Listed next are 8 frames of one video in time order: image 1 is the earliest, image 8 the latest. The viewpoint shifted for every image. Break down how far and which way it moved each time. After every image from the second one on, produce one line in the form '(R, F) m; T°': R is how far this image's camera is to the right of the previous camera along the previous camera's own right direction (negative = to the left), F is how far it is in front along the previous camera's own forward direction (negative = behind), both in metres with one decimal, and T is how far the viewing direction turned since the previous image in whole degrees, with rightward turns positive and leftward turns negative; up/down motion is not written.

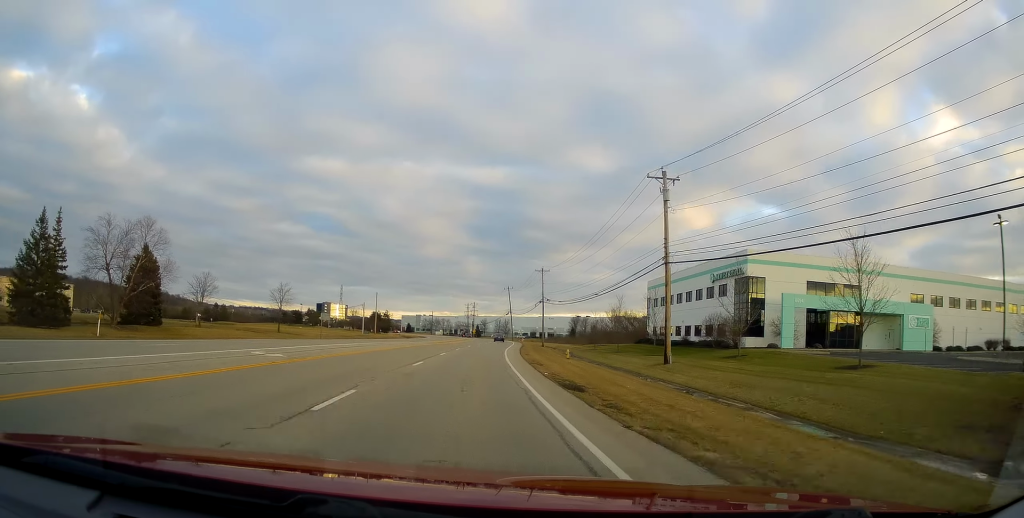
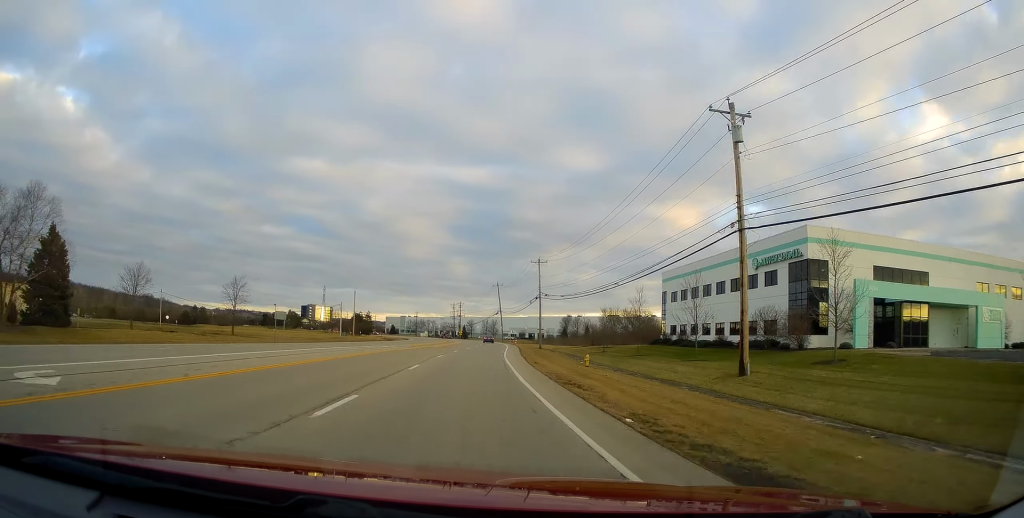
(0.0, +13.1) m; +1°
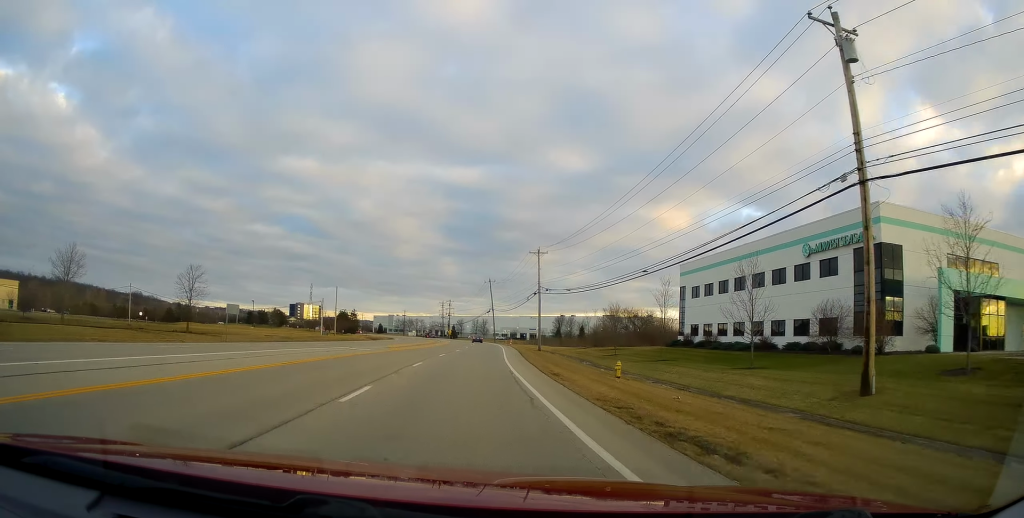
(-0.2, +10.2) m; +1°
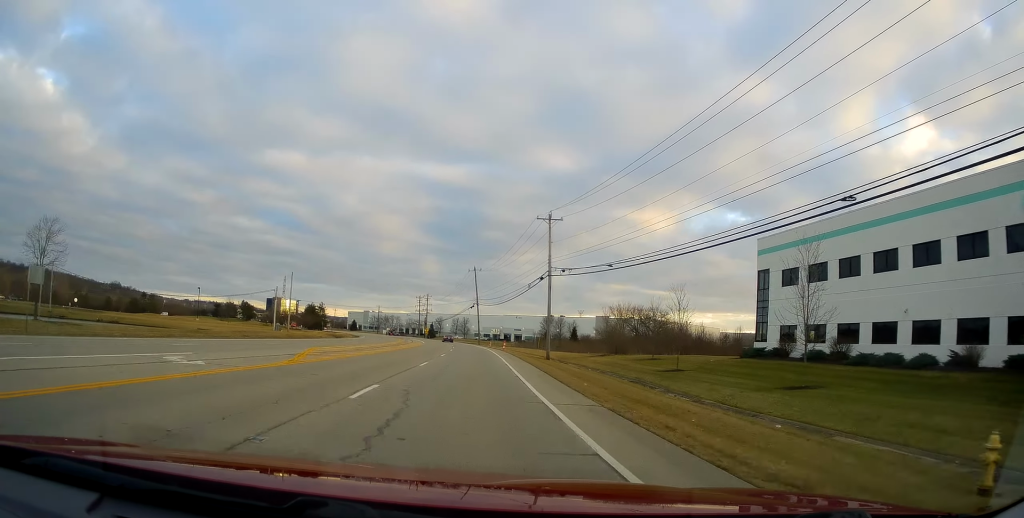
(+0.7, +23.3) m; +3°
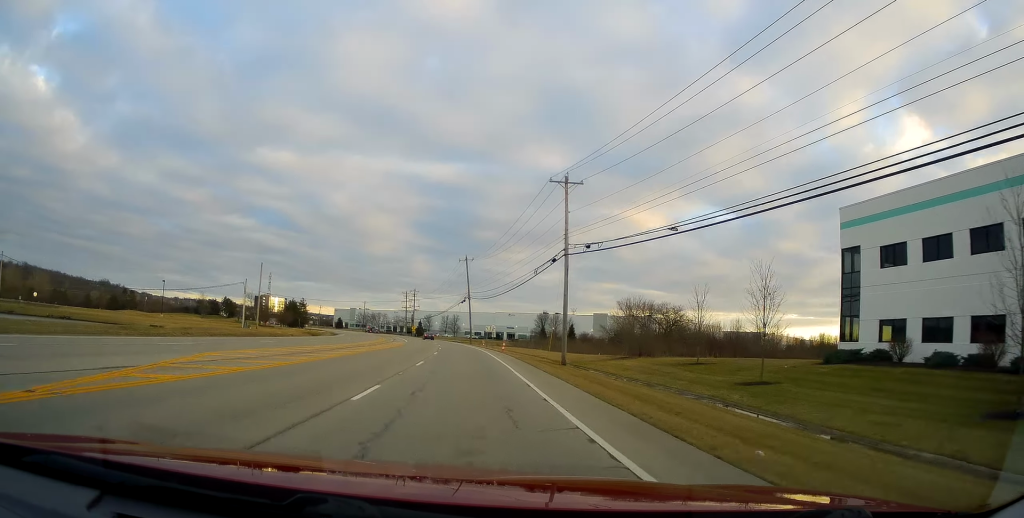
(+0.2, +13.0) m; +1°
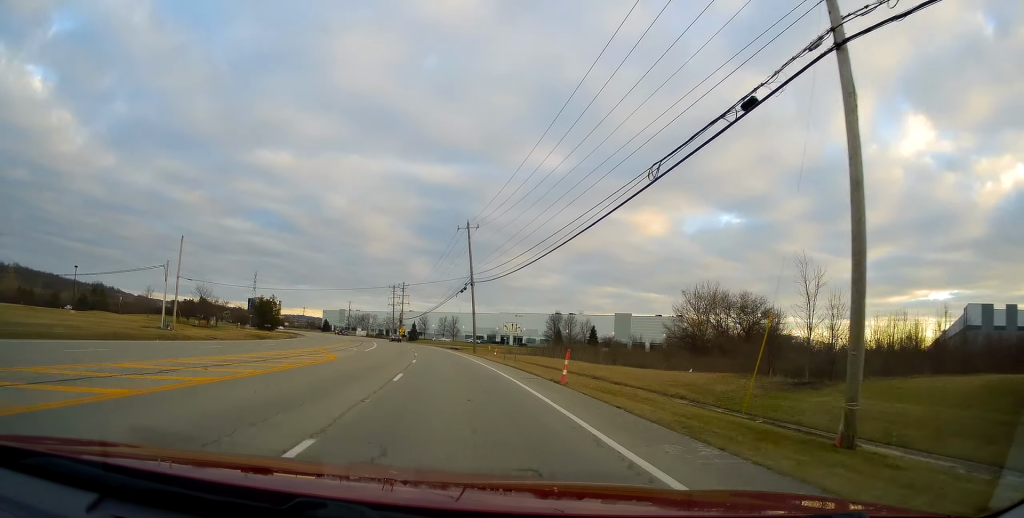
(+0.2, +31.5) m; 0°
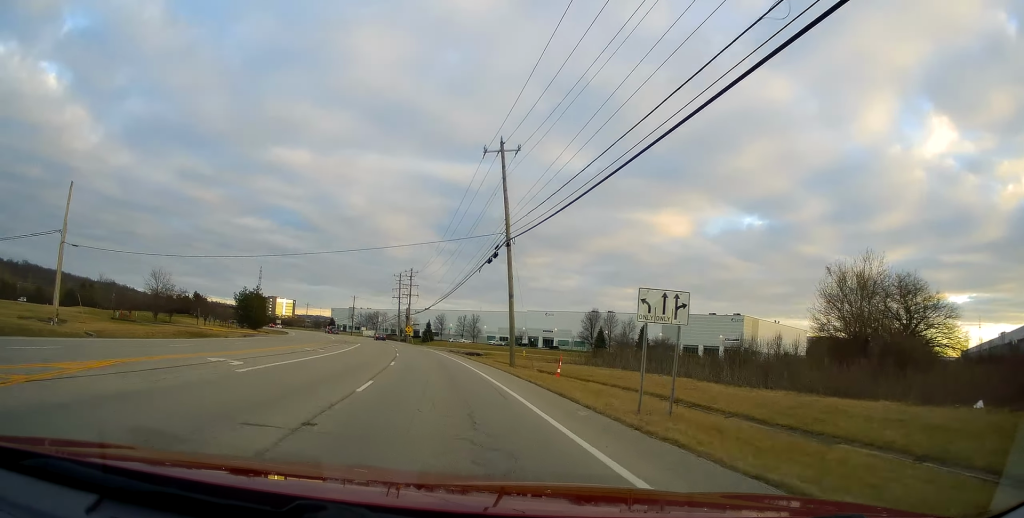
(-0.3, +28.0) m; -2°
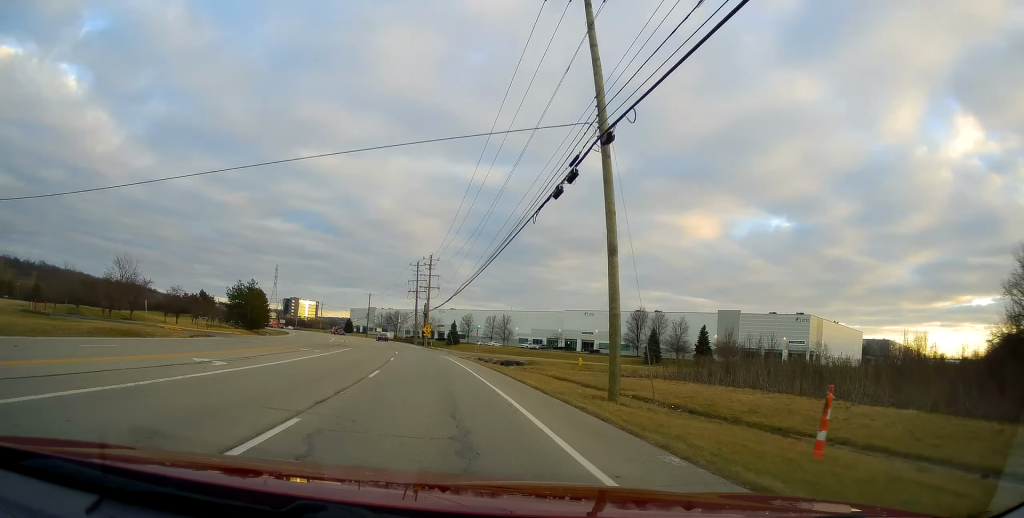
(-0.4, +20.0) m; -3°
